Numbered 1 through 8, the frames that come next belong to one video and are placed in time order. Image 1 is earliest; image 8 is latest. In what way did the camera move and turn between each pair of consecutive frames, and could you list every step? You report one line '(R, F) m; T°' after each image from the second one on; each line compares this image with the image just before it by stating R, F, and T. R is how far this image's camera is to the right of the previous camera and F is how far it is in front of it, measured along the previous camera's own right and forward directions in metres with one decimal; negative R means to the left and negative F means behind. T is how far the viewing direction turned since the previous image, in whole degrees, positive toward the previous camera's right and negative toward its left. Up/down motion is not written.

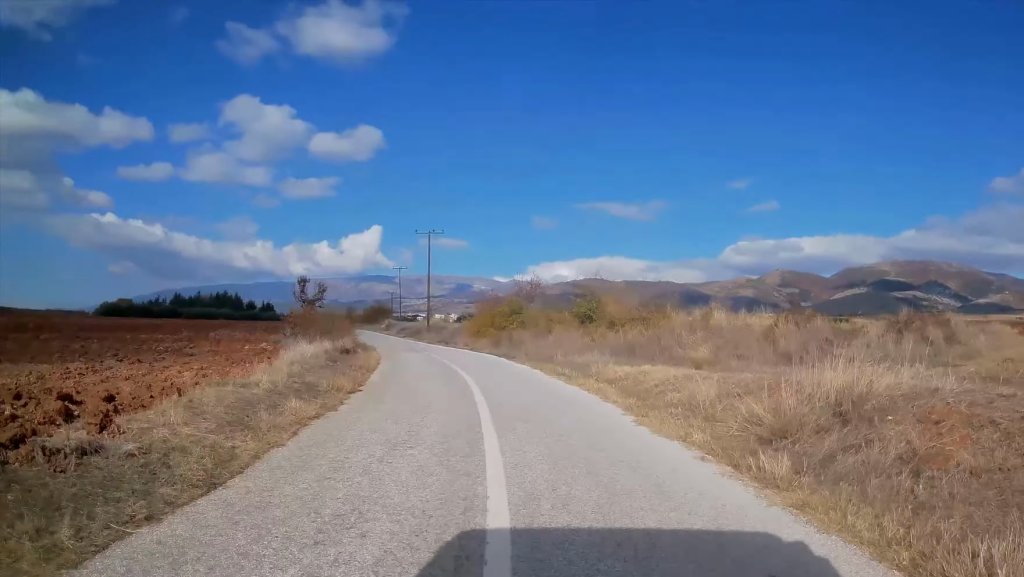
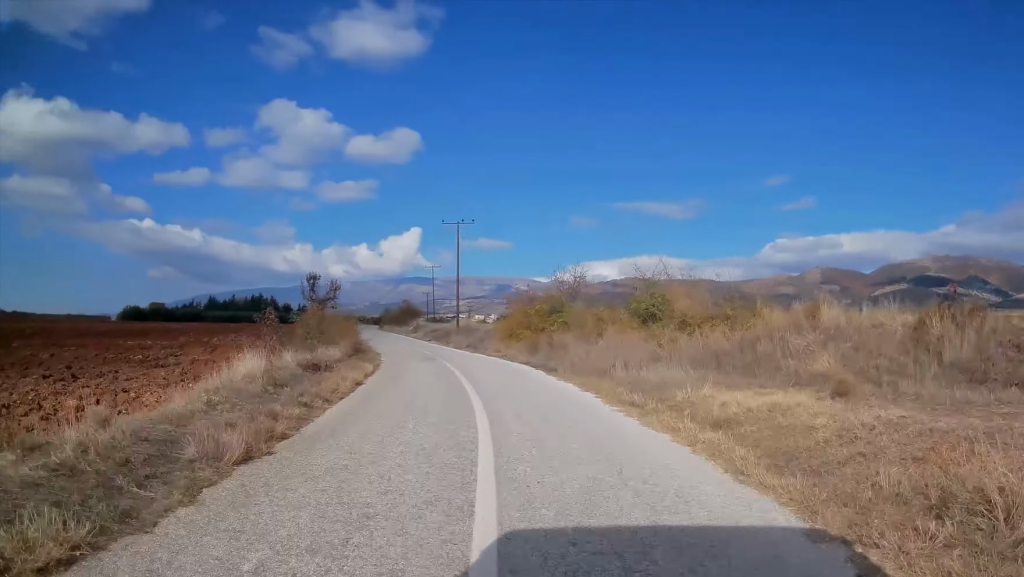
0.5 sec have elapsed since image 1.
(0.0, +6.5) m; 0°
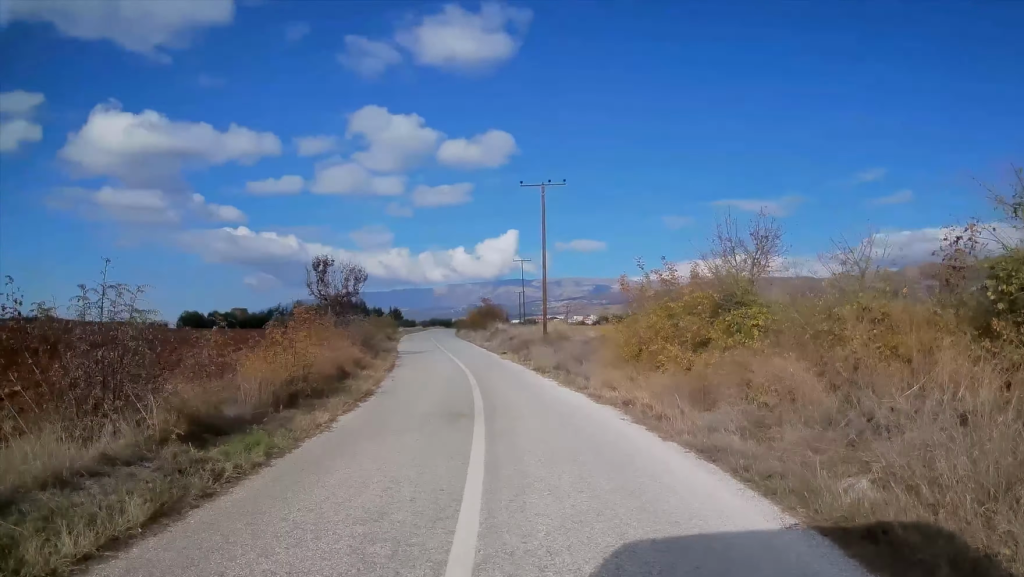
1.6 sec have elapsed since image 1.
(0.0, +15.6) m; 0°
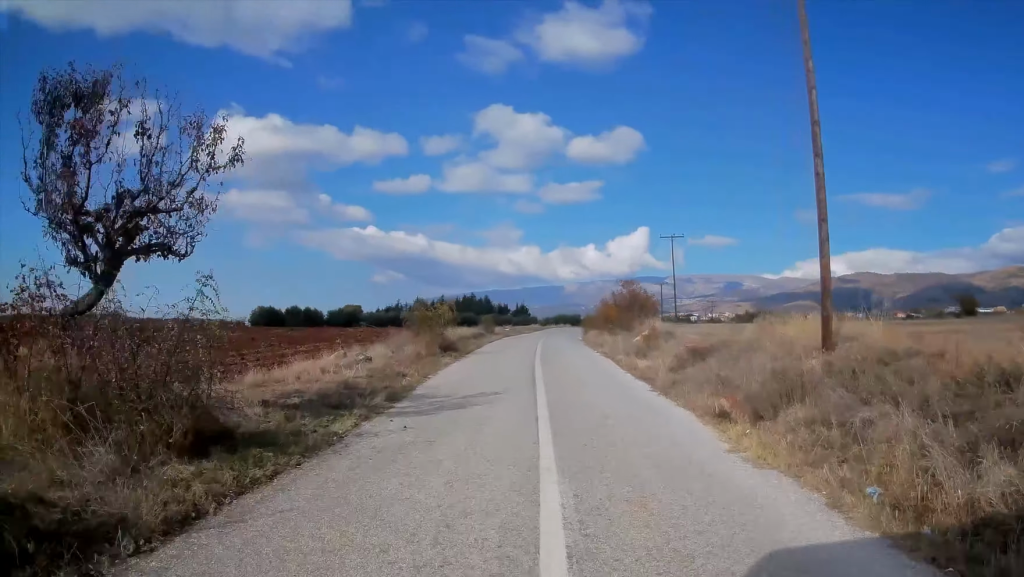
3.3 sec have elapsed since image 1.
(0.0, +23.4) m; 0°
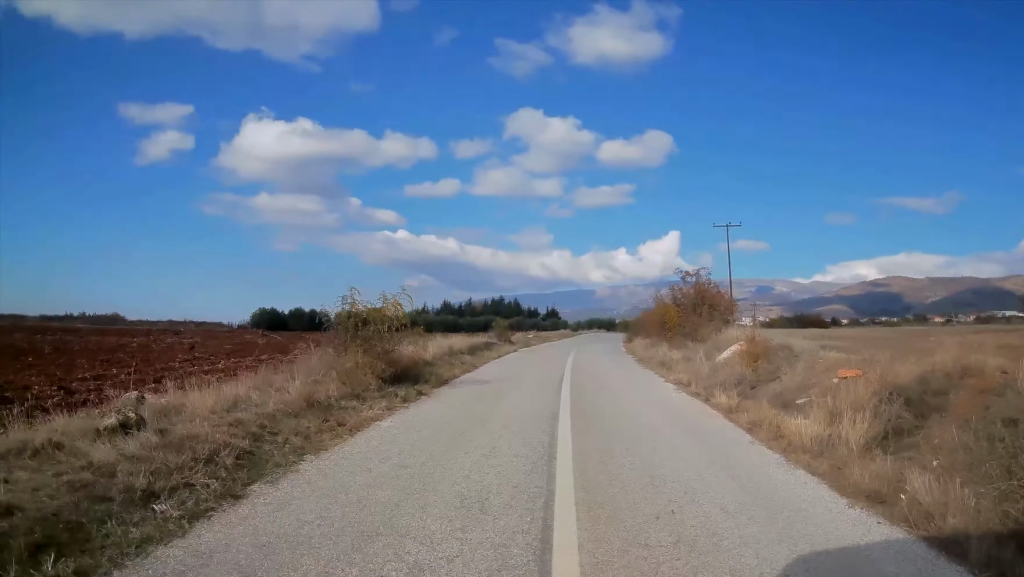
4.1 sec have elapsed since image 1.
(0.0, +11.2) m; 0°
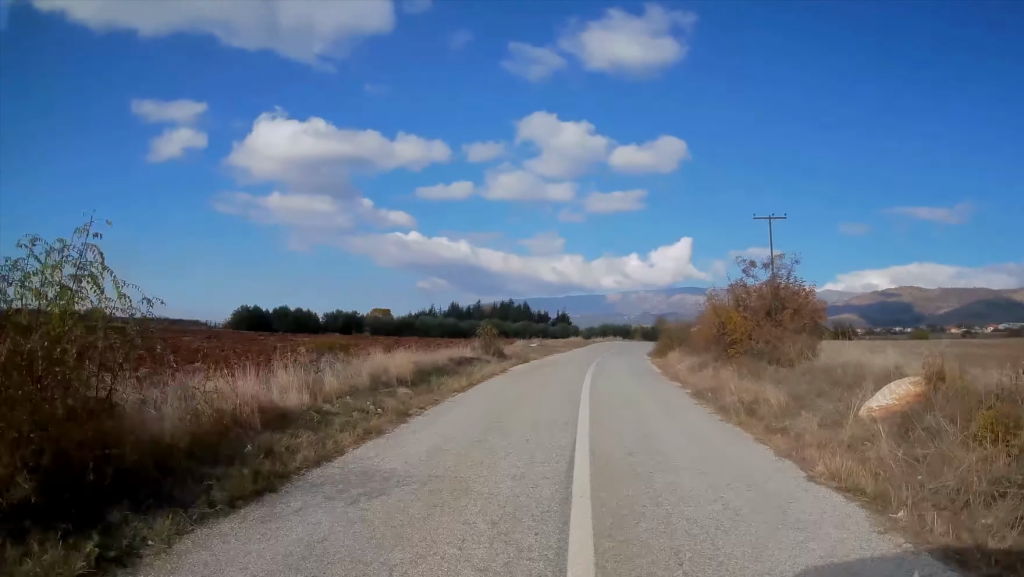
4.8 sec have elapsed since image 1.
(0.0, +9.3) m; 0°
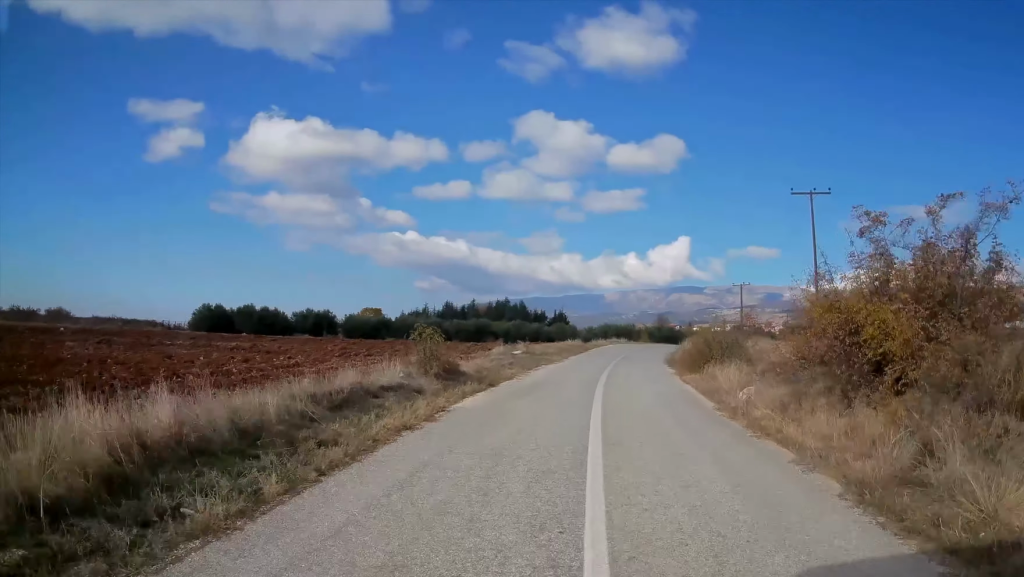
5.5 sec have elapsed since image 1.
(0.0, +9.8) m; 0°
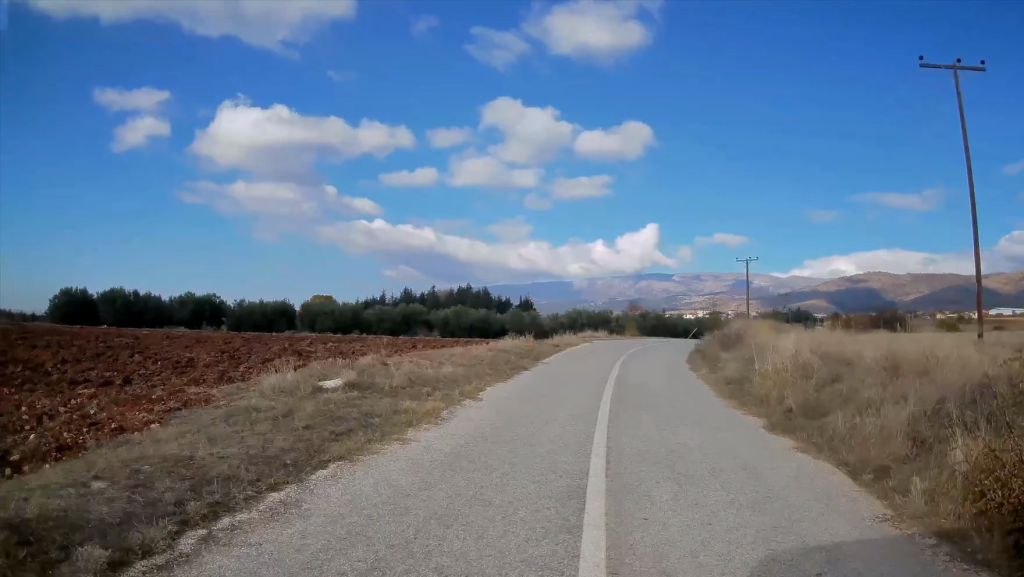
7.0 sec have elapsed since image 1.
(0.0, +20.7) m; 0°
